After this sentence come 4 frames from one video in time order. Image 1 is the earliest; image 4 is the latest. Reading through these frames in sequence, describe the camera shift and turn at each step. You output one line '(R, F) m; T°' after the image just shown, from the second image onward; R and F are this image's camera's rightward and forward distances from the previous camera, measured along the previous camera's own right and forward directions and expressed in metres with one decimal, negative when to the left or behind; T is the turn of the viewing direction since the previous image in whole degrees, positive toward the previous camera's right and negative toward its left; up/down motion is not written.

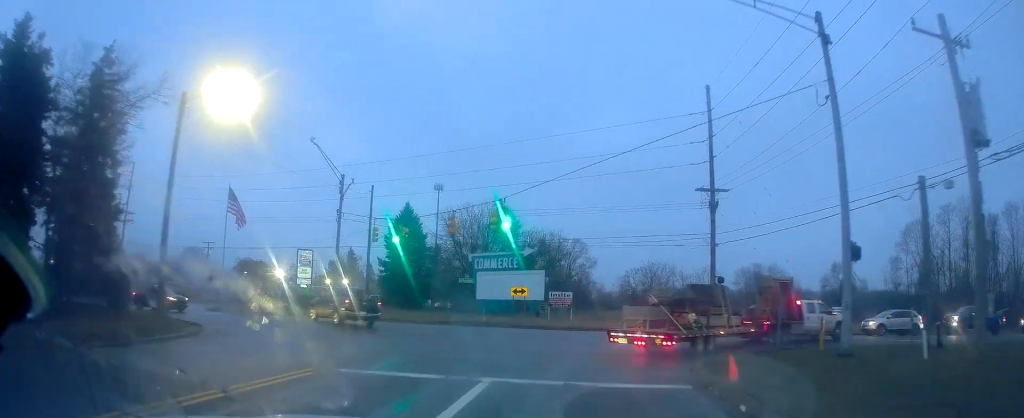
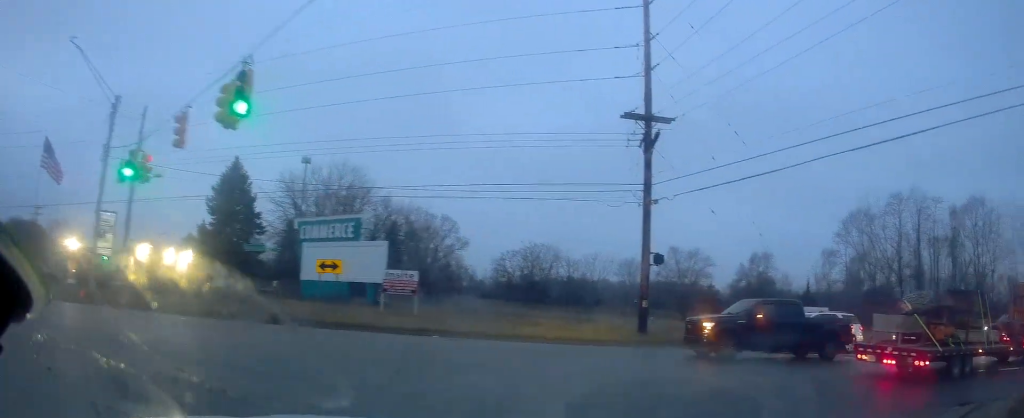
(+1.2, +18.2) m; +11°
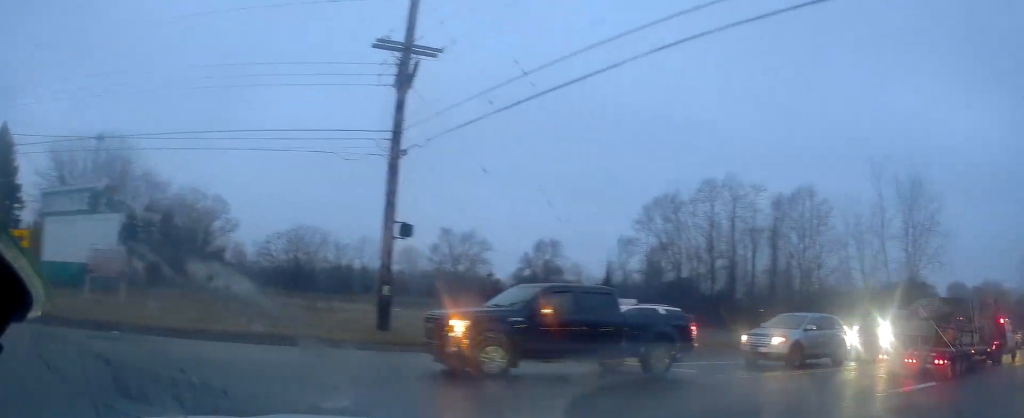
(+1.0, +7.2) m; +22°
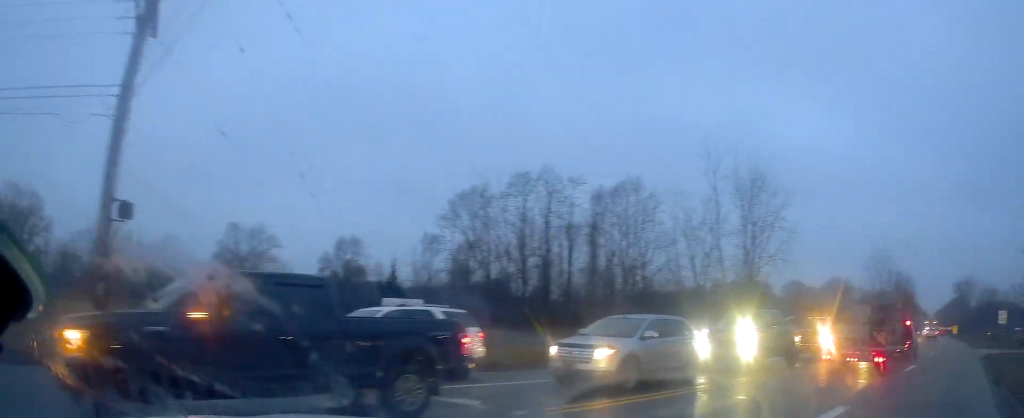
(+0.9, +4.7) m; +22°
